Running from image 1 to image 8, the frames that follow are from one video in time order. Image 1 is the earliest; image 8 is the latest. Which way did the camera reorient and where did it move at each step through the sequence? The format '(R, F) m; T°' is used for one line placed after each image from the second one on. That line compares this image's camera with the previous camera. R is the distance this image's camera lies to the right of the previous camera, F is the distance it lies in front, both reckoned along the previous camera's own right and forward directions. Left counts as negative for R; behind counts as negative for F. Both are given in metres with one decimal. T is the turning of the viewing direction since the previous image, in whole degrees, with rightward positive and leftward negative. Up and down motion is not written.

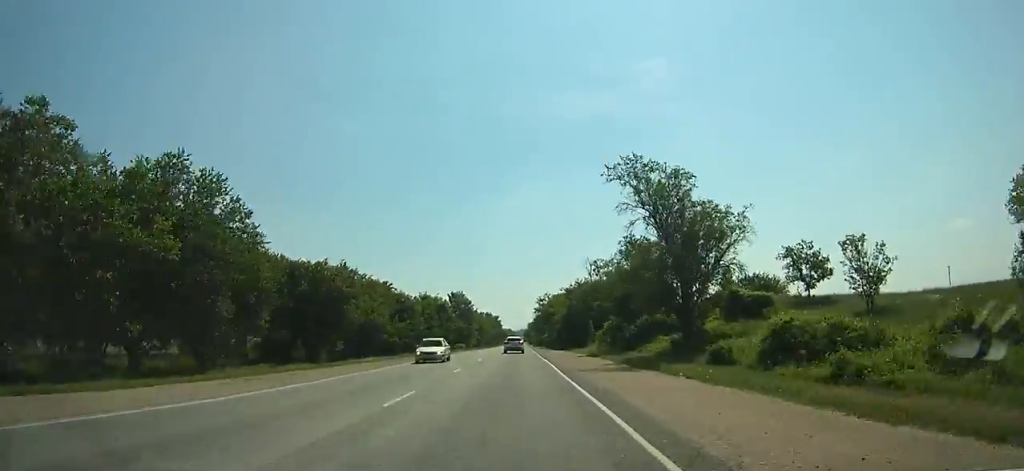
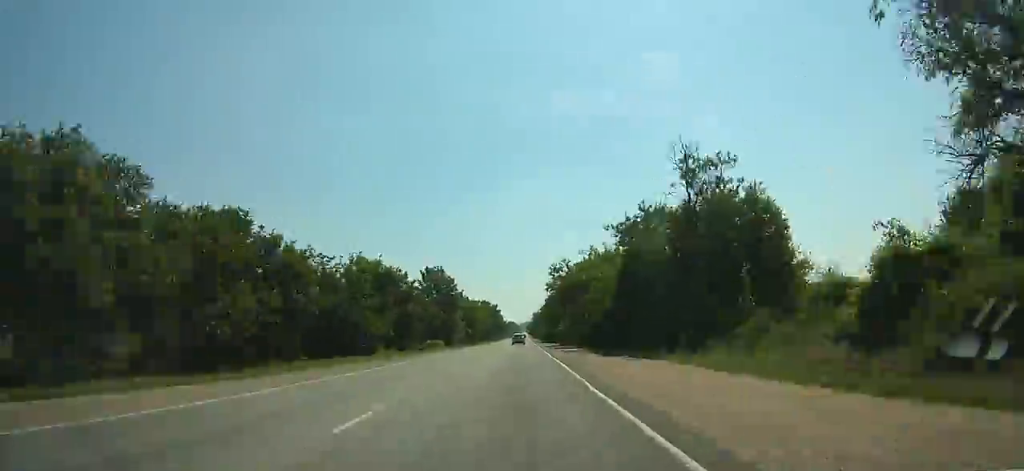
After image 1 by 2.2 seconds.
(0.0, +38.5) m; 0°
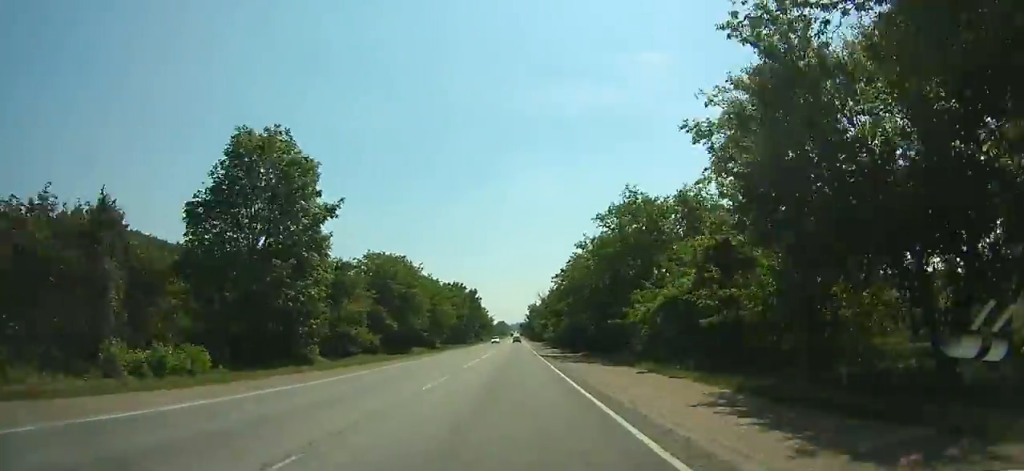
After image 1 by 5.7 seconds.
(+0.4, +62.0) m; 0°
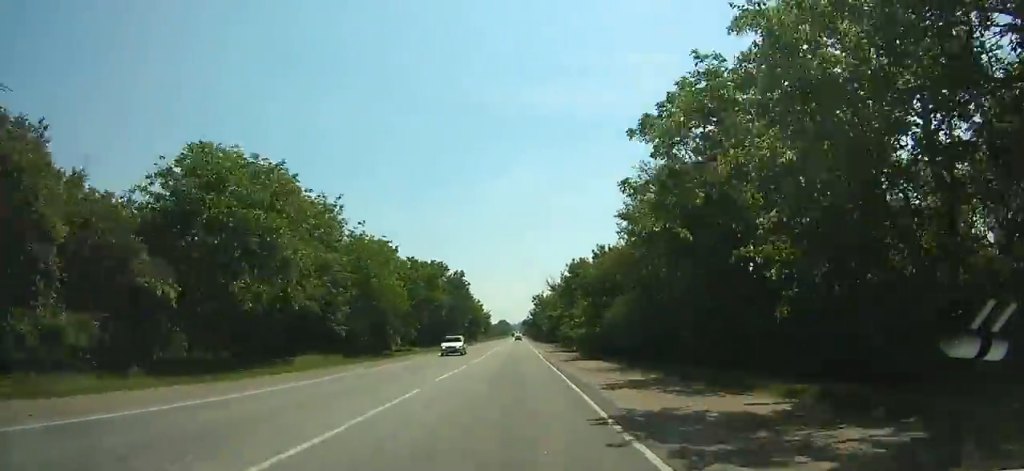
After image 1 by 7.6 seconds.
(0.0, +34.4) m; 0°
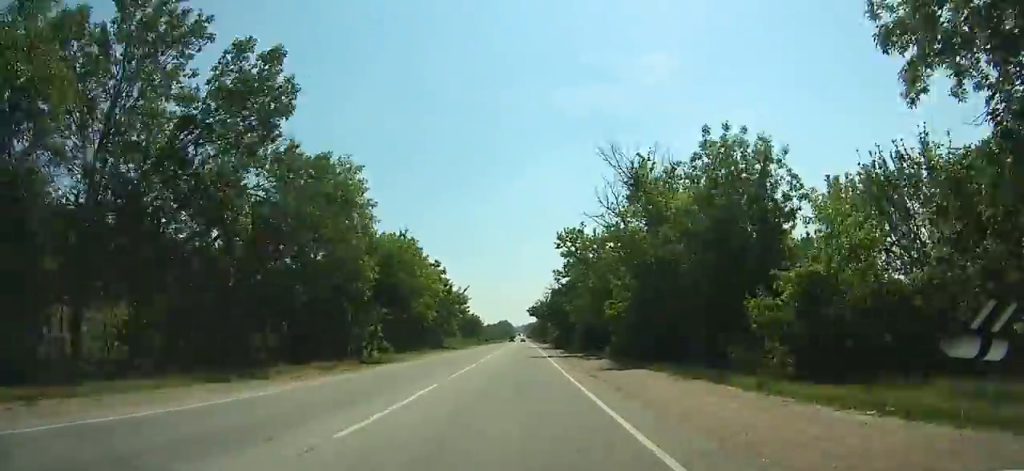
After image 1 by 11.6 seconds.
(-0.1, +73.5) m; 0°
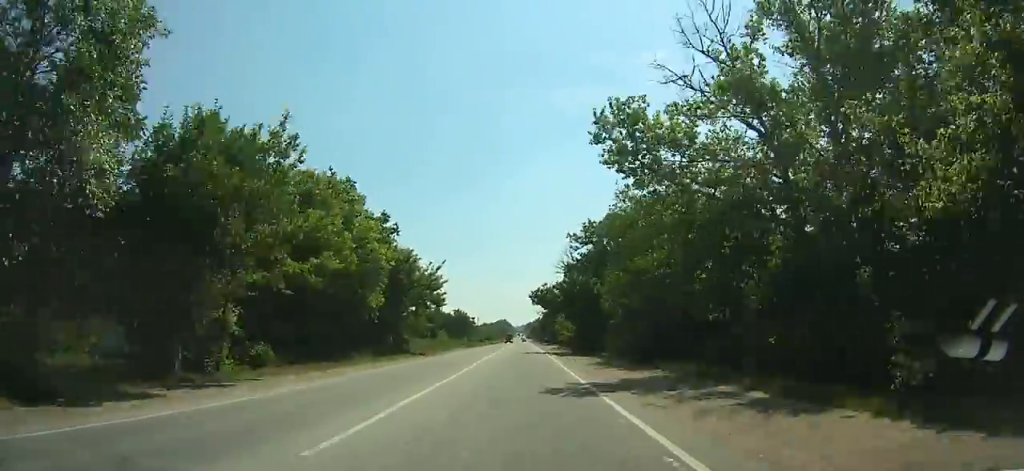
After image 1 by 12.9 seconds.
(0.0, +24.3) m; 0°
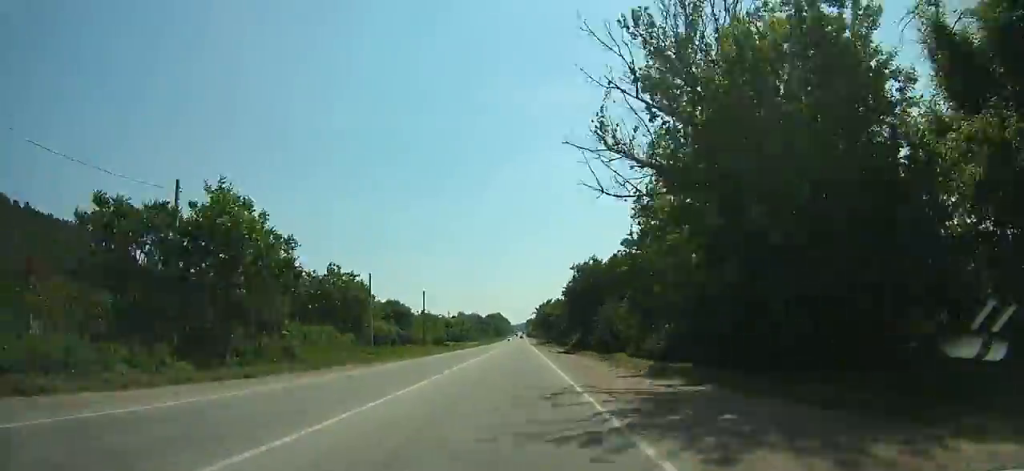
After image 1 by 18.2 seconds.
(+0.2, +99.3) m; 0°
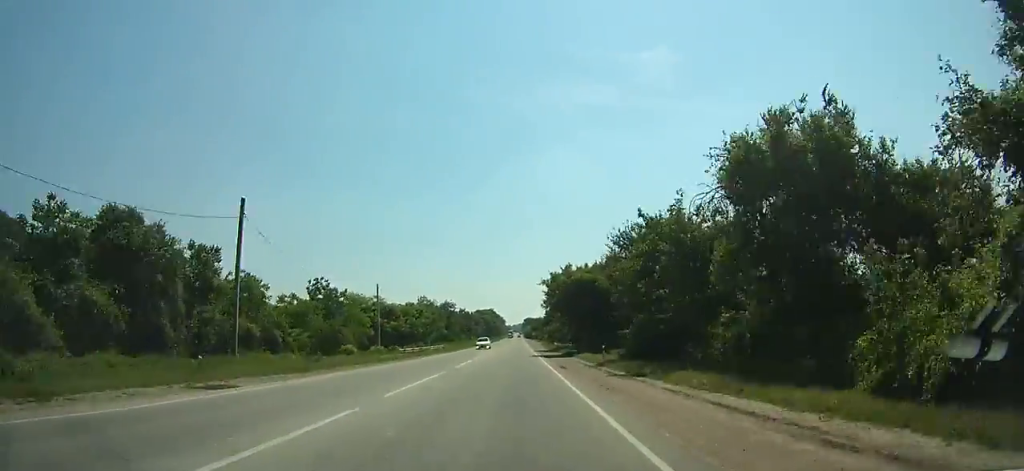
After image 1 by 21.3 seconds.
(+0.1, +58.0) m; 0°
